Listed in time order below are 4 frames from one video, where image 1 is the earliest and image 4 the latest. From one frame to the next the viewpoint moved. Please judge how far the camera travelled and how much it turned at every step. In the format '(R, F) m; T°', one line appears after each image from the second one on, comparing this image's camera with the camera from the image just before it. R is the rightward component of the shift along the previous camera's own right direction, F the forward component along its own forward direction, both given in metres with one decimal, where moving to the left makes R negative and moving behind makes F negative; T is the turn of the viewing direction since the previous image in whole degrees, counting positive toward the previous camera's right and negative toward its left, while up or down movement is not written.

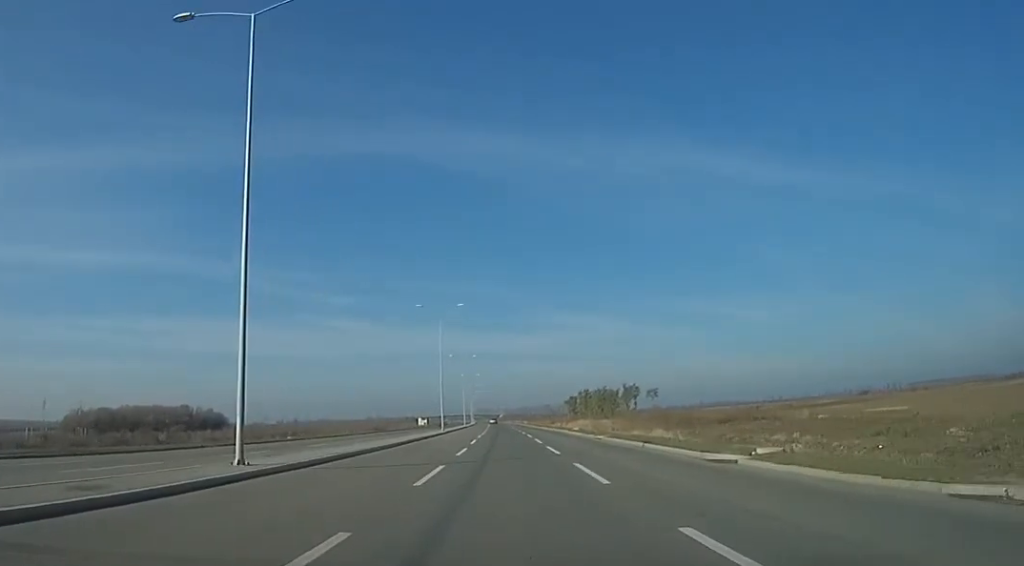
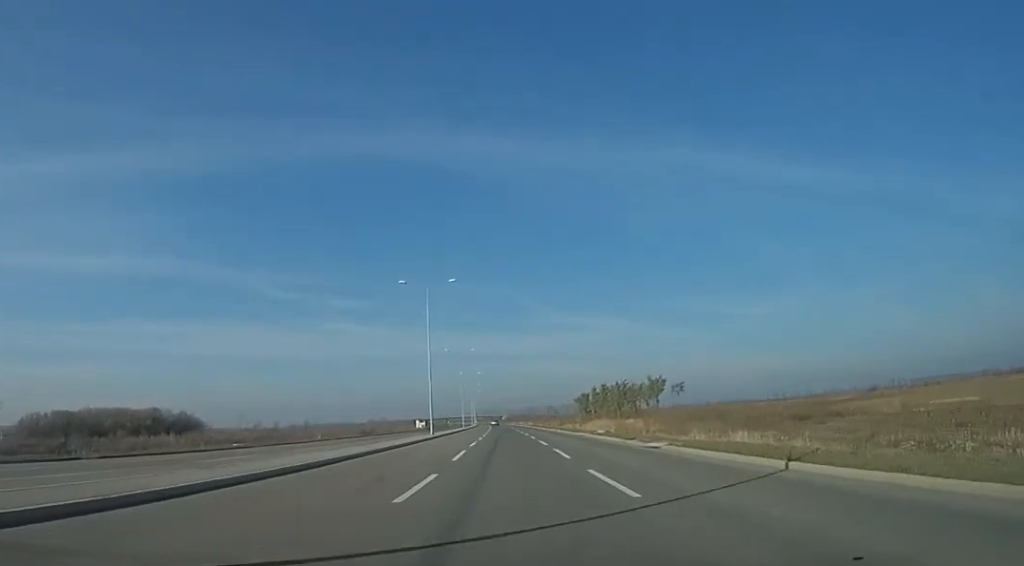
(+0.4, +12.5) m; +1°
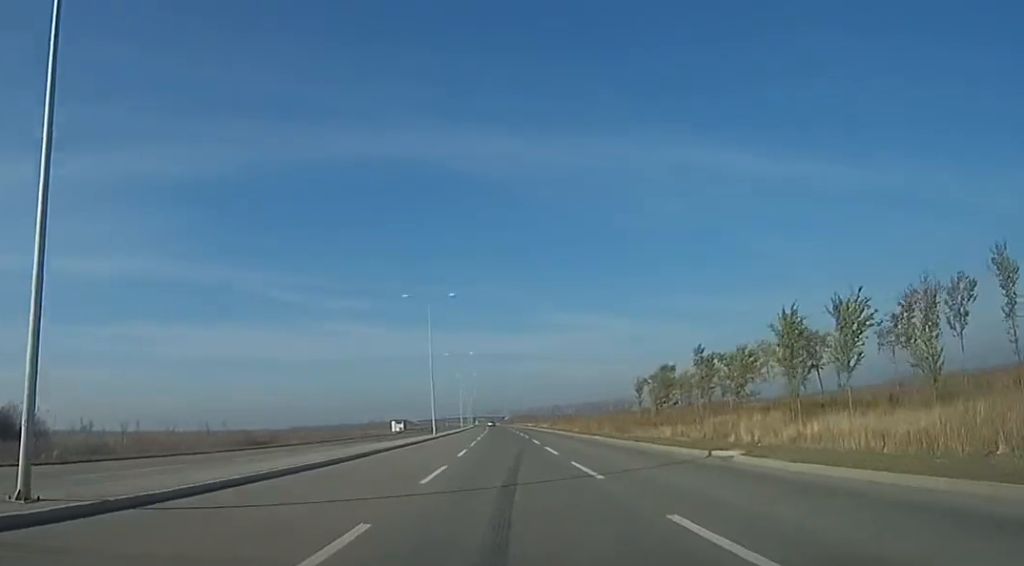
(-0.5, +46.9) m; -2°
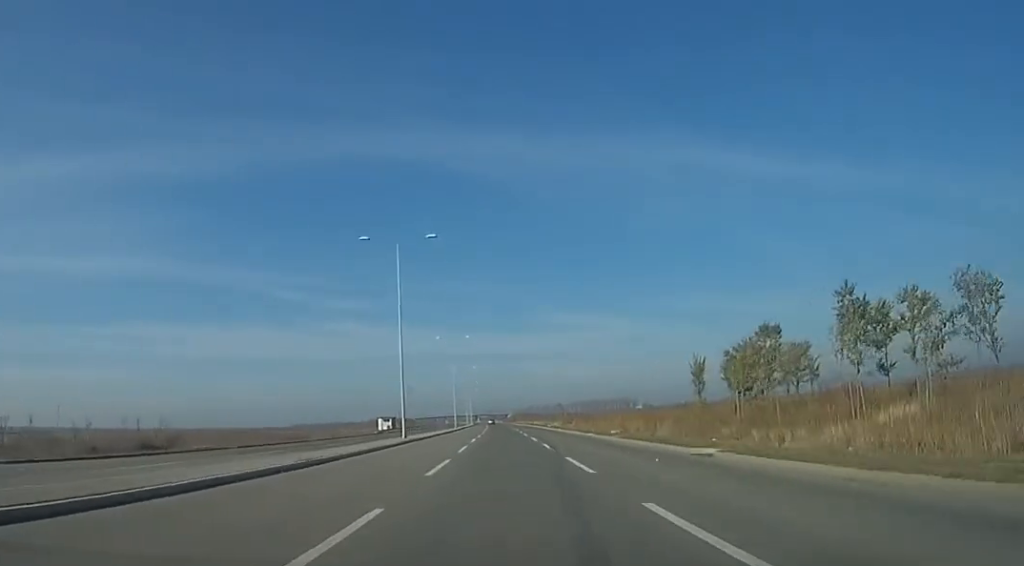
(-0.2, +19.0) m; -1°
